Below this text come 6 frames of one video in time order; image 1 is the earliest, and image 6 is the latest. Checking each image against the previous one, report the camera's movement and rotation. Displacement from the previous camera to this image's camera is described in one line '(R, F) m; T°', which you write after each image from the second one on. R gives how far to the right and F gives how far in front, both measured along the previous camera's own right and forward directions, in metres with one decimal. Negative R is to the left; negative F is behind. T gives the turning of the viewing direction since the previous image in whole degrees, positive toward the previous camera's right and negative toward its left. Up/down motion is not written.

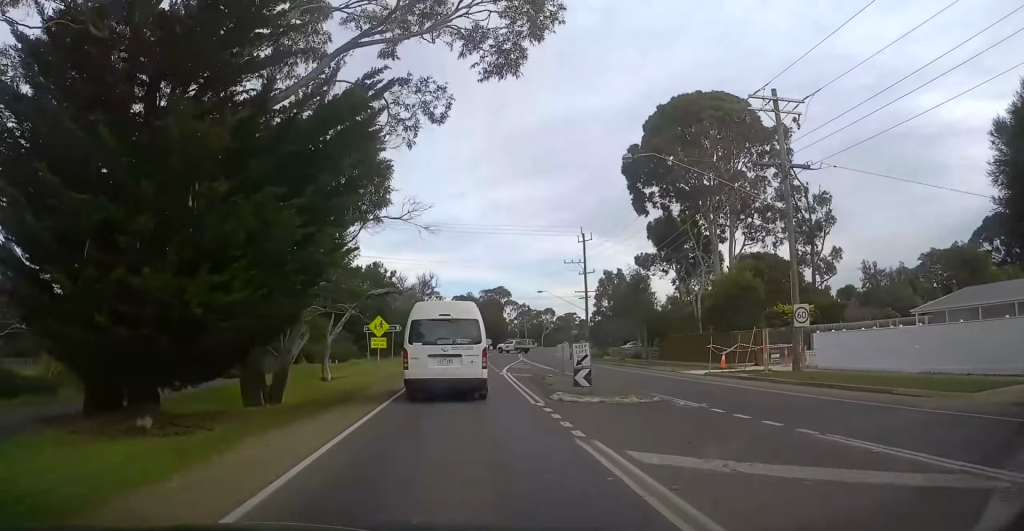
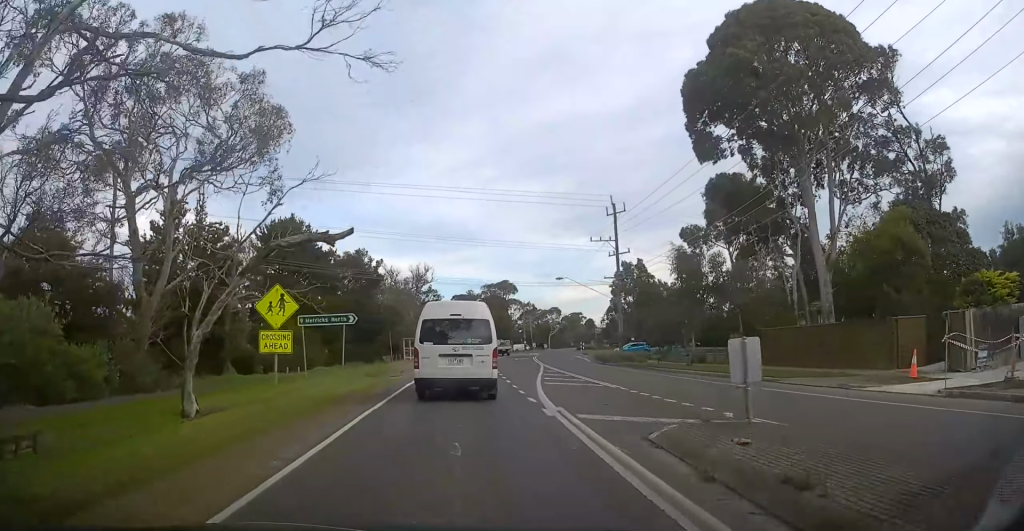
(+0.4, +16.7) m; +1°
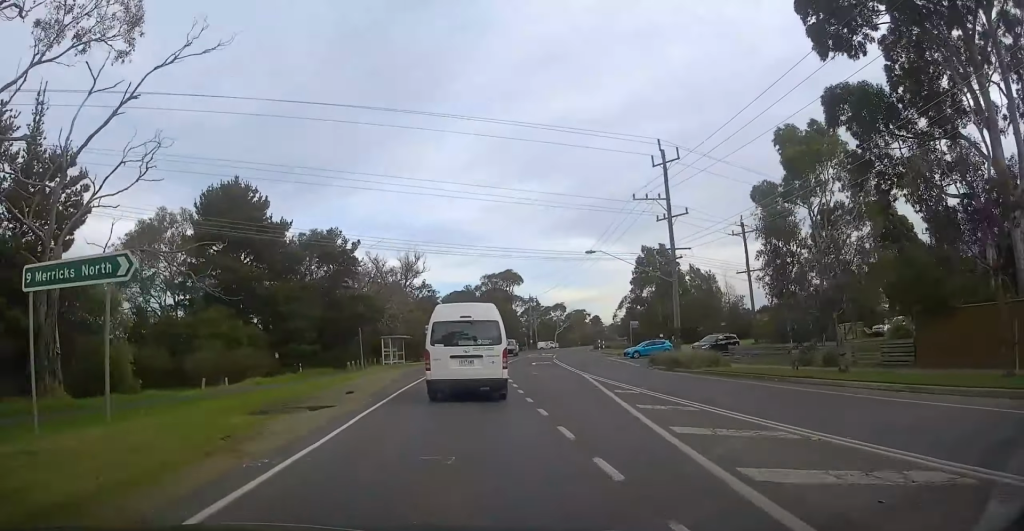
(-0.3, +17.4) m; -1°
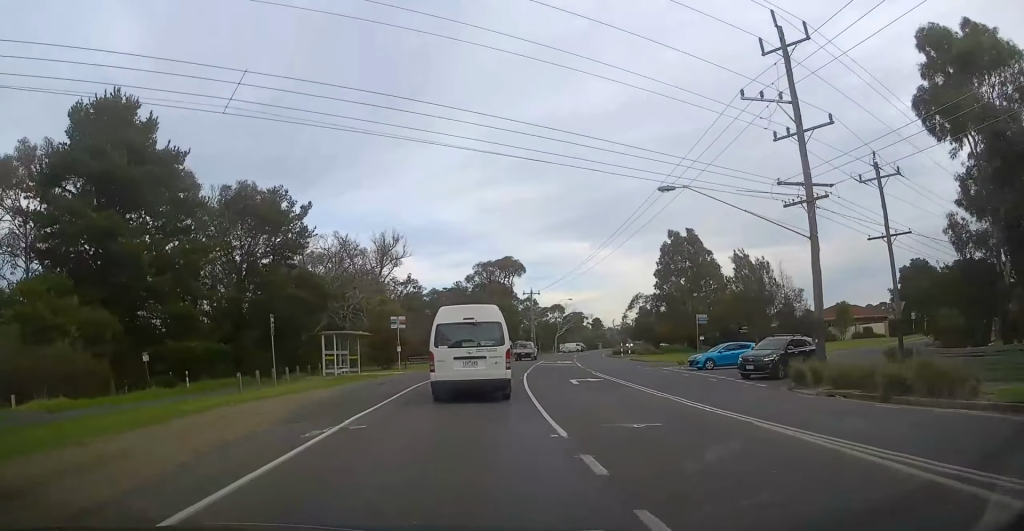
(+0.3, +19.7) m; +3°
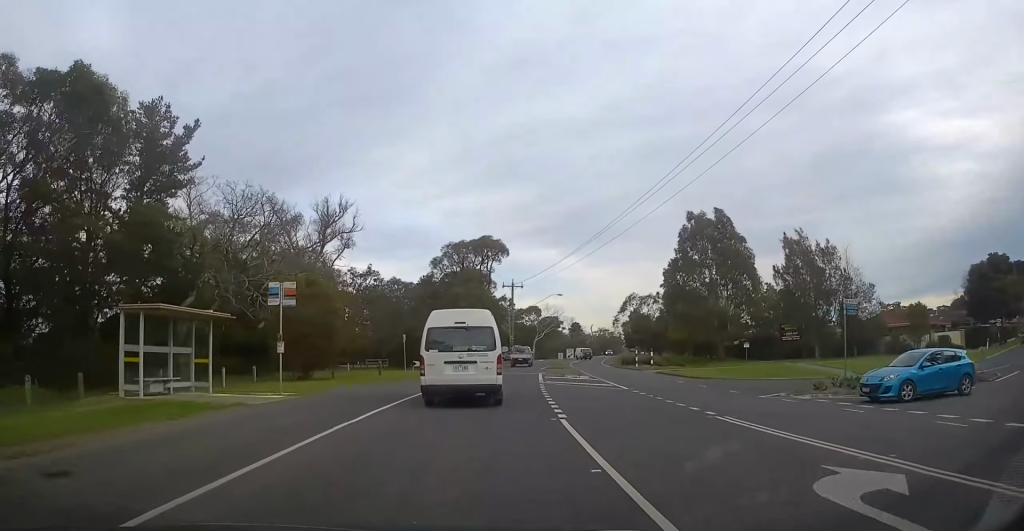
(+0.3, +19.6) m; +1°
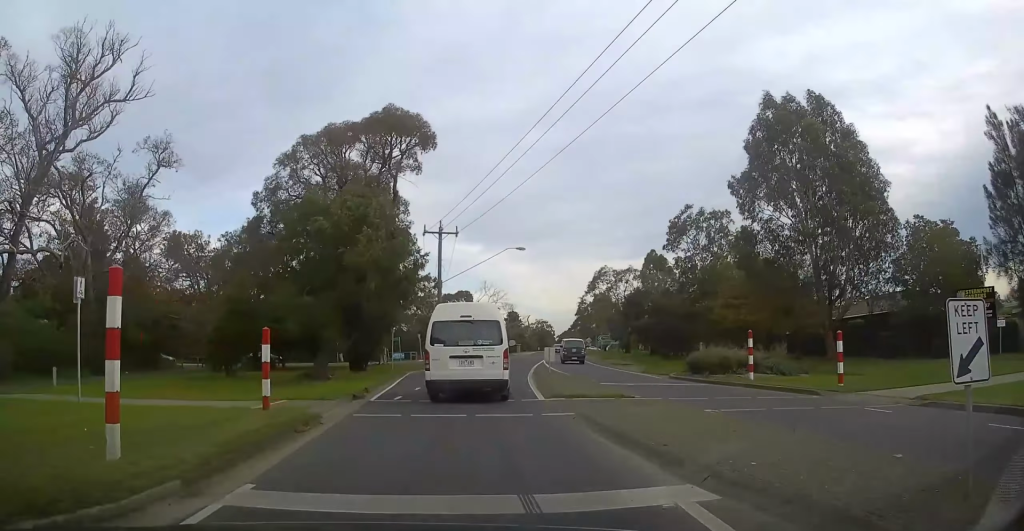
(+1.8, +35.7) m; +8°
